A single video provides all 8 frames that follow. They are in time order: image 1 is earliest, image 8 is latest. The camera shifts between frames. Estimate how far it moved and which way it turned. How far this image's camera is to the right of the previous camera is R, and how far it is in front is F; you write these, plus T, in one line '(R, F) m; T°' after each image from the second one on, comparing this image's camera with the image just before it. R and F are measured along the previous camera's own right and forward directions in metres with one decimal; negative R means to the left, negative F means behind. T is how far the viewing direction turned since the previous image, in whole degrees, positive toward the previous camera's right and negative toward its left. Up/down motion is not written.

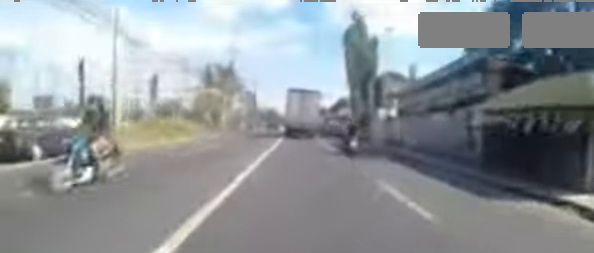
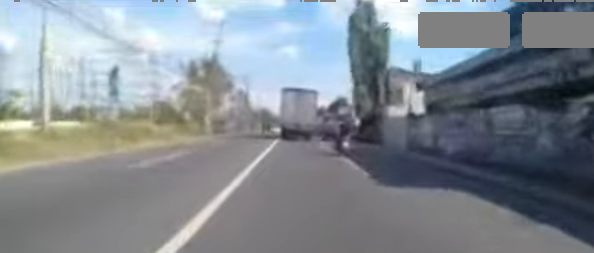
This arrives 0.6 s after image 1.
(+0.1, +5.5) m; +1°
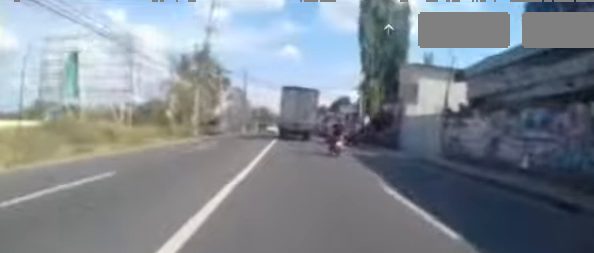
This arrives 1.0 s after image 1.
(0.0, +4.2) m; +1°
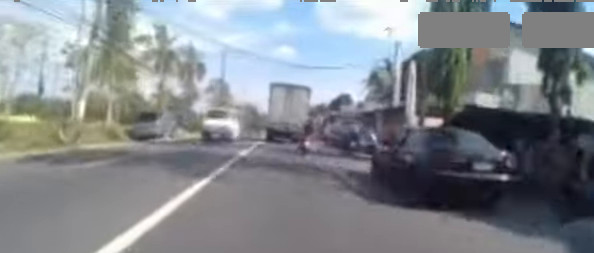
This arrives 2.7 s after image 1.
(+0.5, +14.4) m; +1°
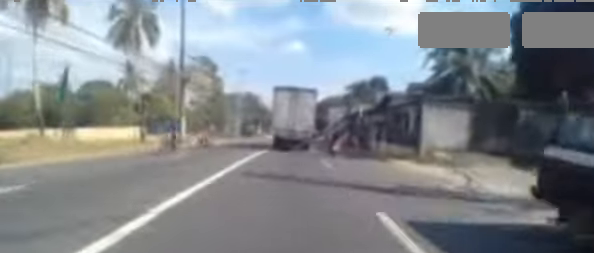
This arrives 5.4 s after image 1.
(-1.2, +22.8) m; -2°
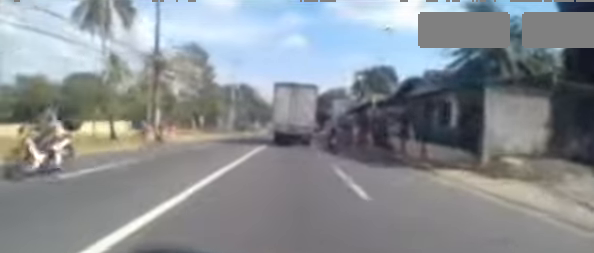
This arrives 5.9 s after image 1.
(+0.1, +5.2) m; -2°
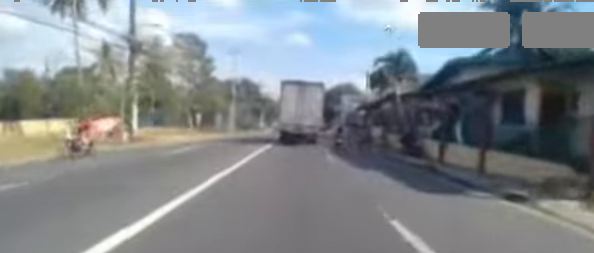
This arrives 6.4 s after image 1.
(-0.1, +4.5) m; -1°
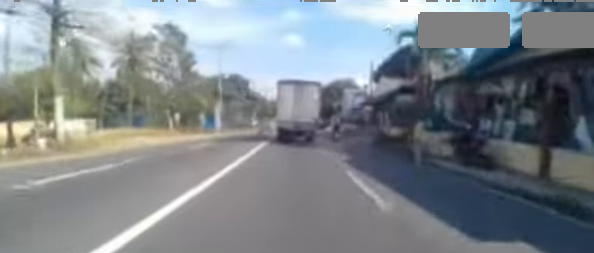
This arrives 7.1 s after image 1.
(-0.4, +6.1) m; 0°
